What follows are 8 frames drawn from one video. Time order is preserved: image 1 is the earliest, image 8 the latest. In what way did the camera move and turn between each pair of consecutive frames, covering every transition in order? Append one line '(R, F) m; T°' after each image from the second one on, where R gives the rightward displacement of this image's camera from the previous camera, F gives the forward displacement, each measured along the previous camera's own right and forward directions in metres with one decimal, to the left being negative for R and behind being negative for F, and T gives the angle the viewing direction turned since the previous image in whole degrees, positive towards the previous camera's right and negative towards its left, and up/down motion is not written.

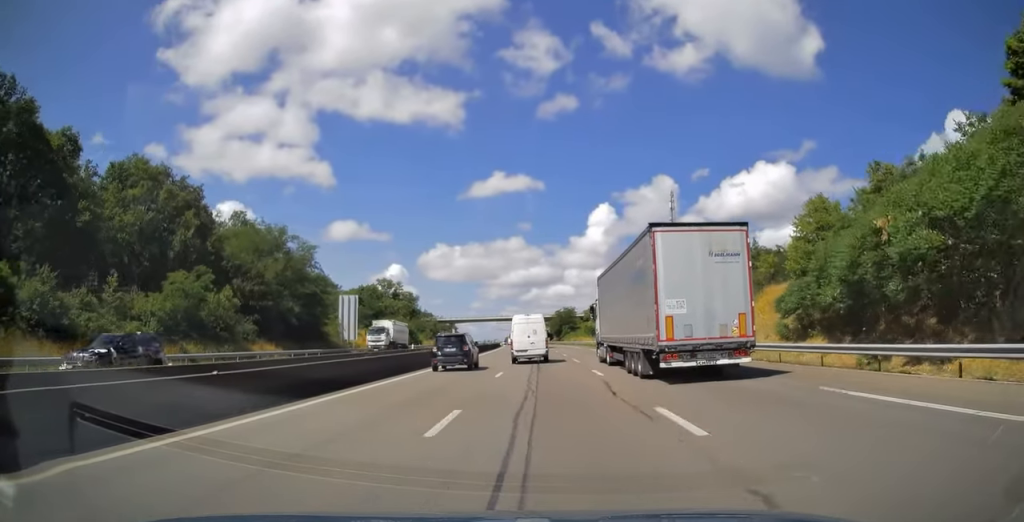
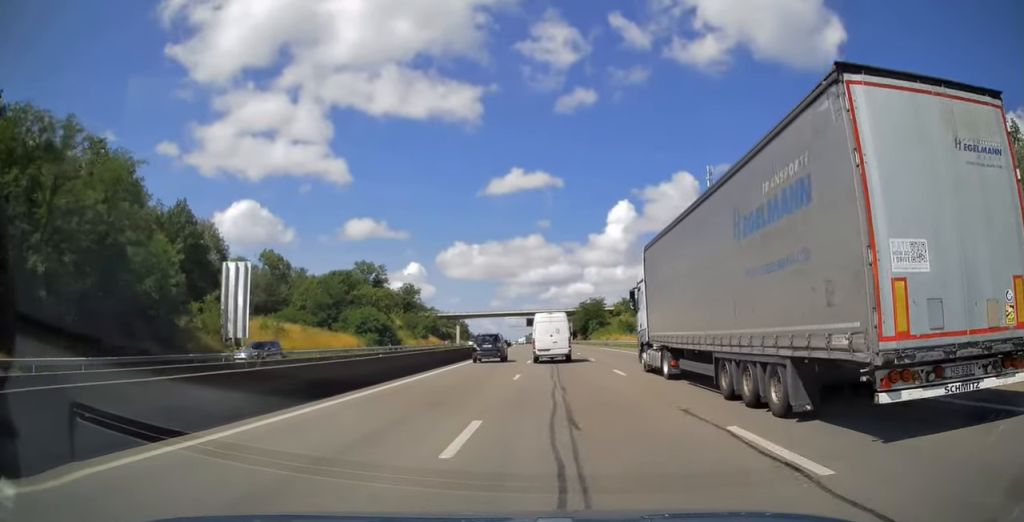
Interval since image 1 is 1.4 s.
(-0.5, +40.7) m; -2°
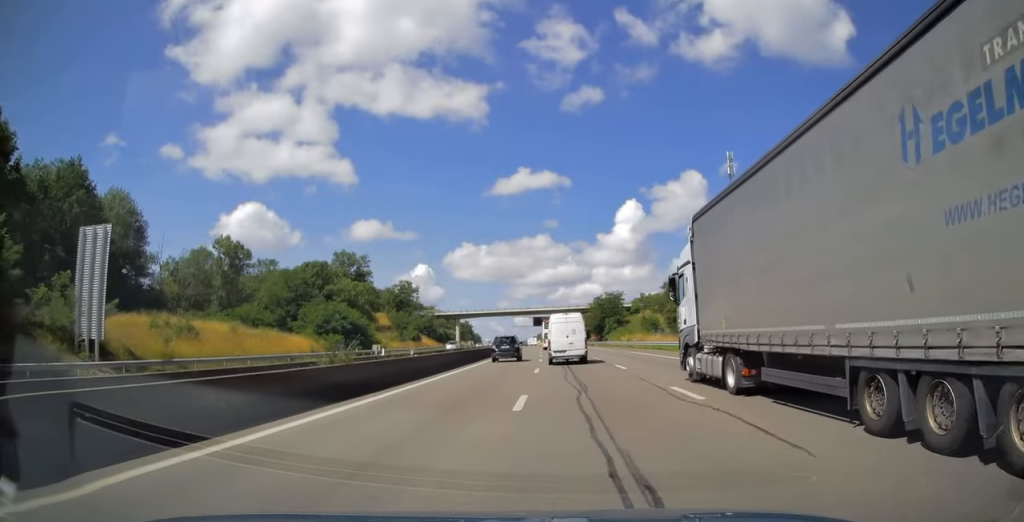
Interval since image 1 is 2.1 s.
(-0.2, +21.2) m; -1°
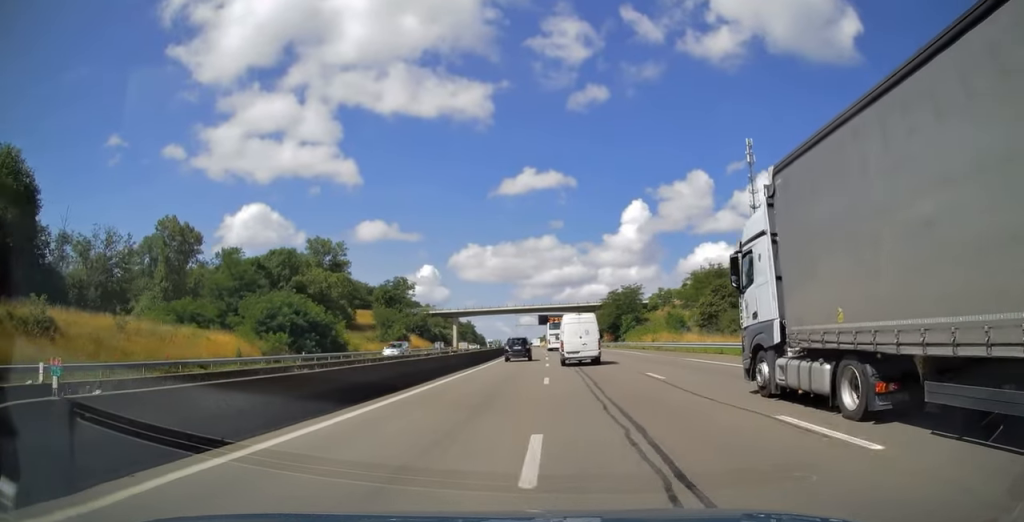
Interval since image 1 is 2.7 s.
(-0.1, +18.7) m; -1°
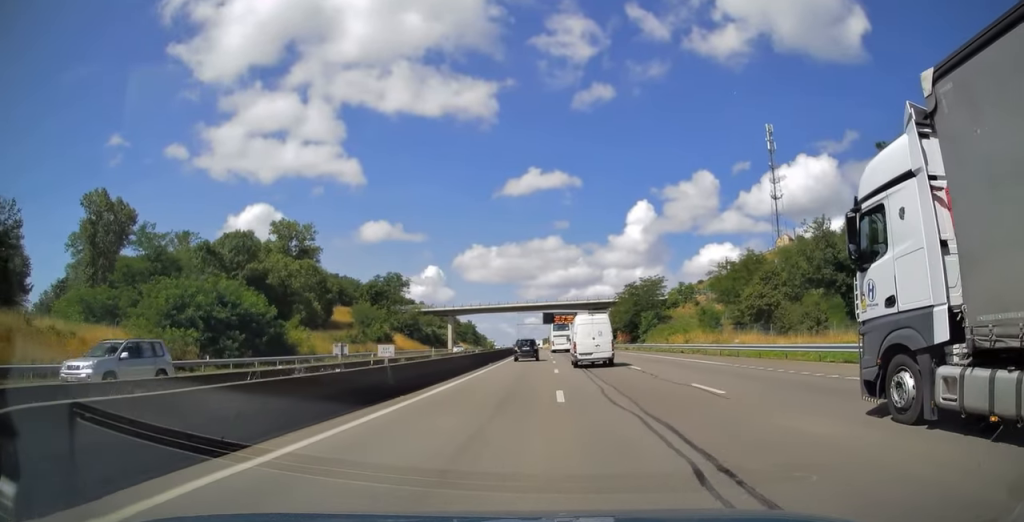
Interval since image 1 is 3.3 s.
(-0.2, +17.9) m; 0°
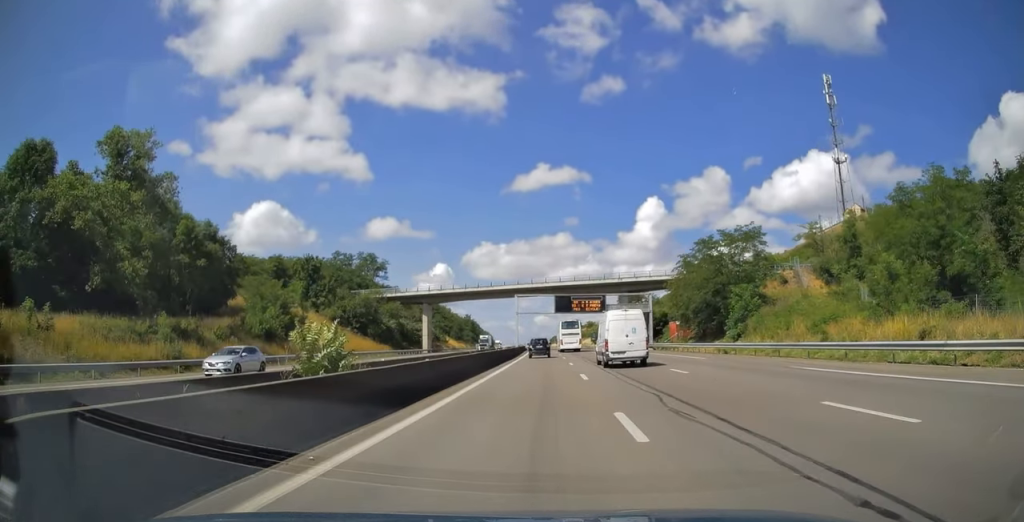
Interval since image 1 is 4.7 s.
(-0.3, +43.5) m; 0°
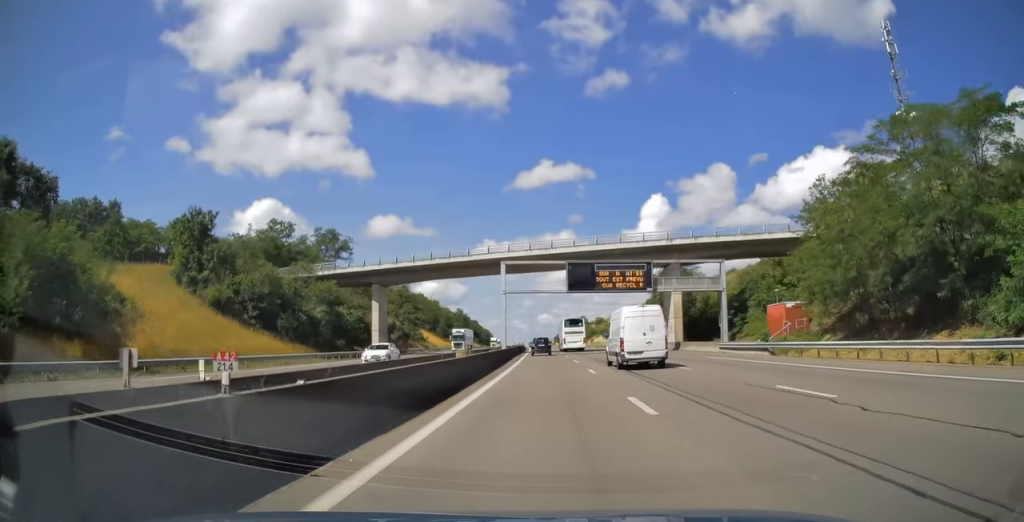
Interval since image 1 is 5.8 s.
(0.0, +35.5) m; -1°
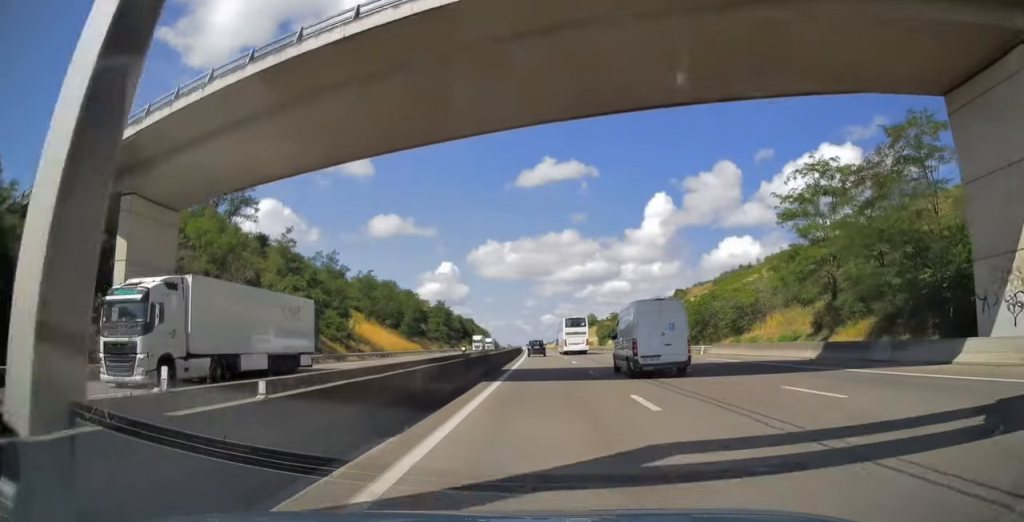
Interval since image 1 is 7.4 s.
(-0.8, +50.5) m; -1°
